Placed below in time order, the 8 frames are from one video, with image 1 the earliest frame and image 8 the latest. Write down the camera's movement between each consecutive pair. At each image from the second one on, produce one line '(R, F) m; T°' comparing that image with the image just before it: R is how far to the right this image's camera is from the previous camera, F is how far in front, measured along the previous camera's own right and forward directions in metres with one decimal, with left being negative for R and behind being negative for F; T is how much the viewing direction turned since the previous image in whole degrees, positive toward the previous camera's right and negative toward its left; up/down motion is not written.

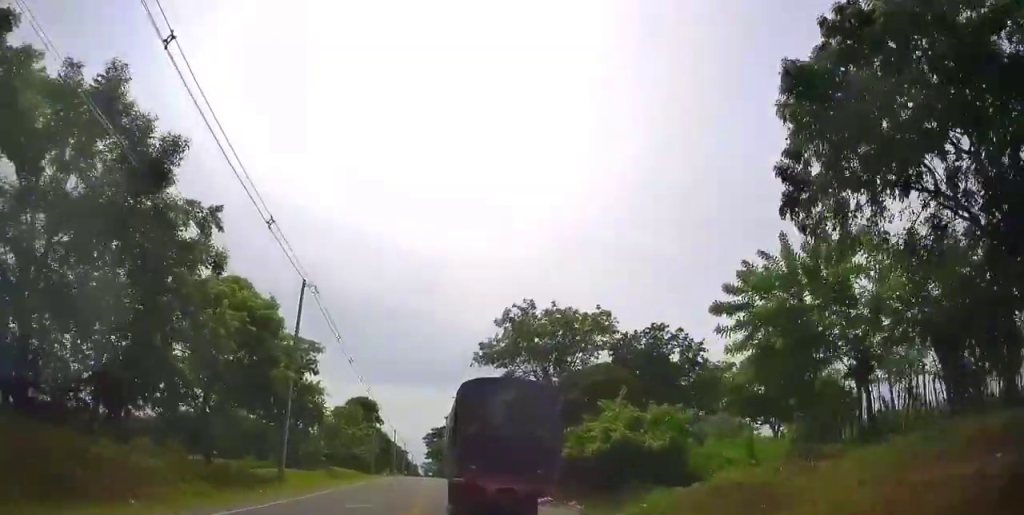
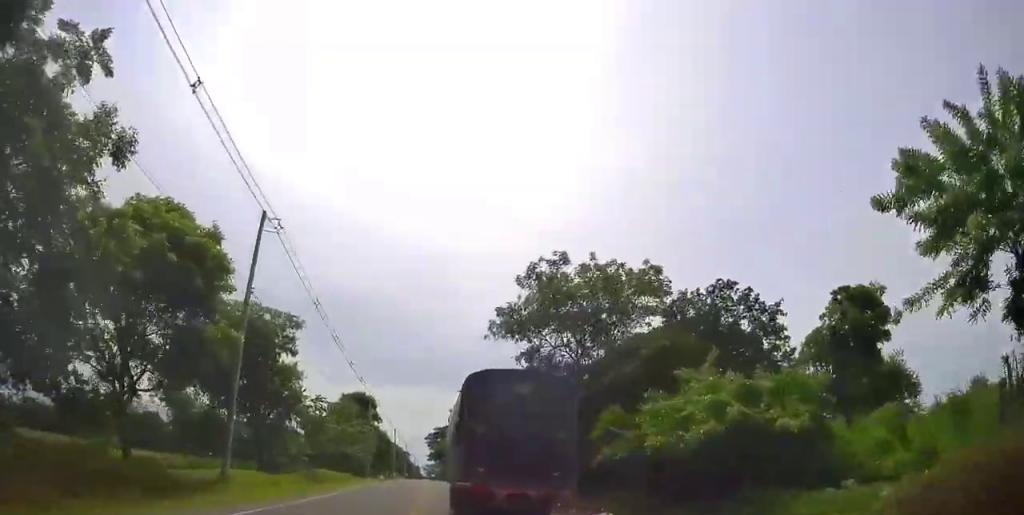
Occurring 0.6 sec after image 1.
(-0.1, +10.5) m; -1°
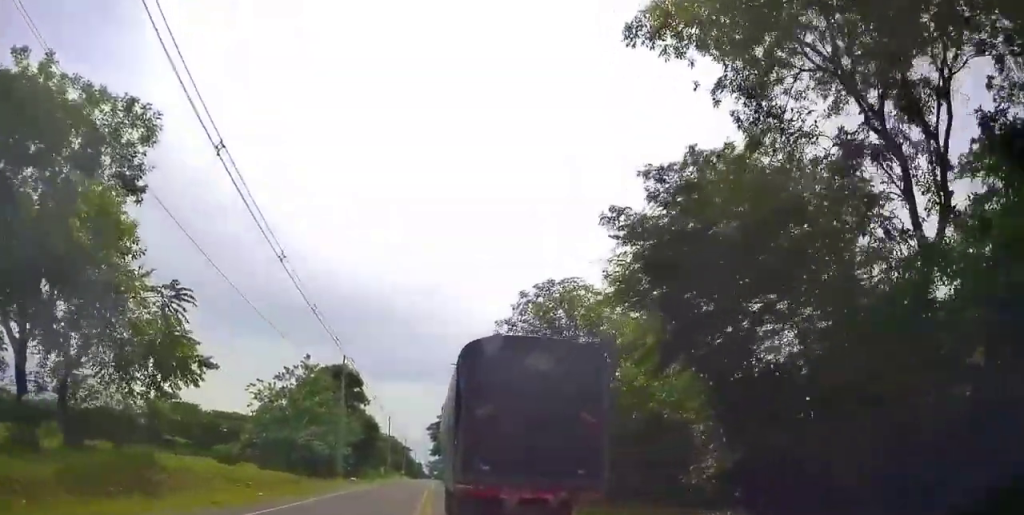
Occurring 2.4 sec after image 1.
(+0.2, +26.5) m; -1°
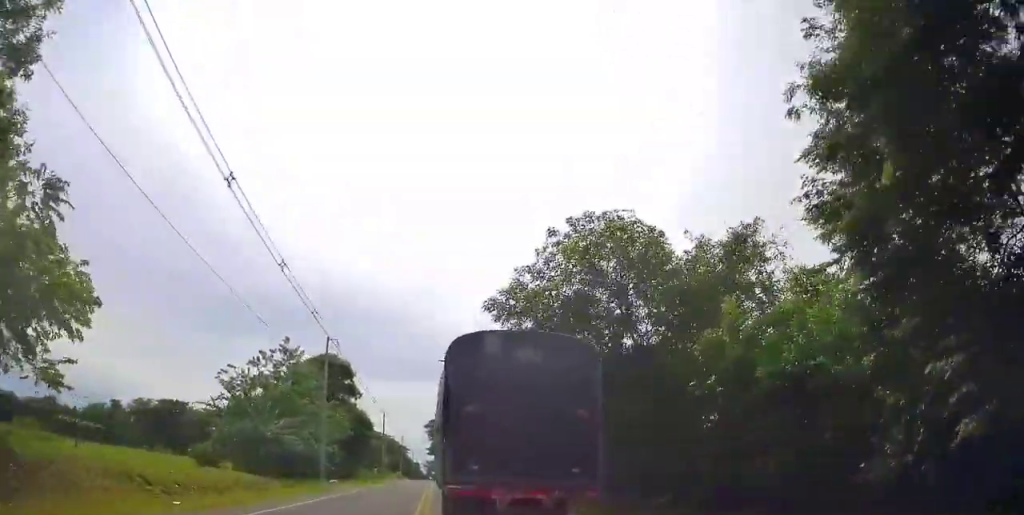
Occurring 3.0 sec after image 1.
(-0.2, +7.6) m; -1°
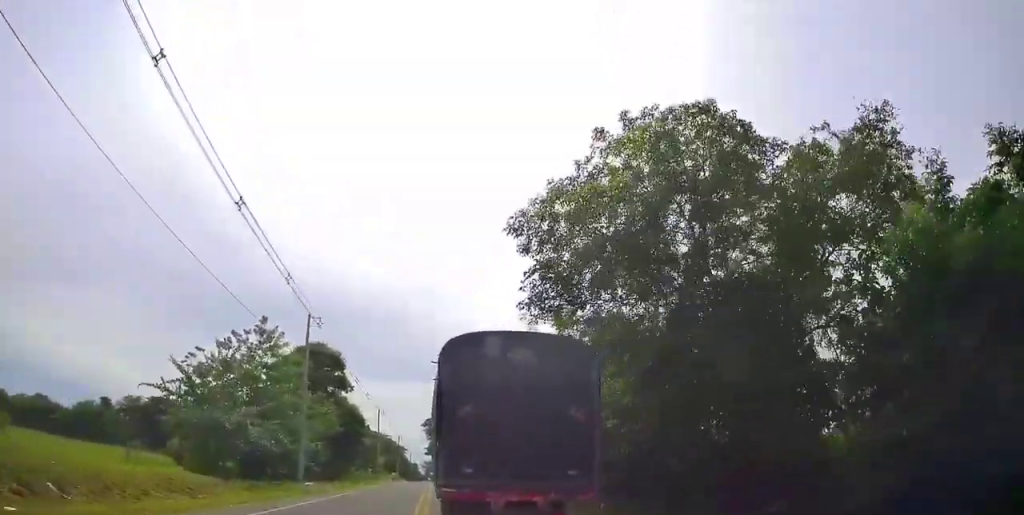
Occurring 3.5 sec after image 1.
(-0.1, +6.9) m; -1°
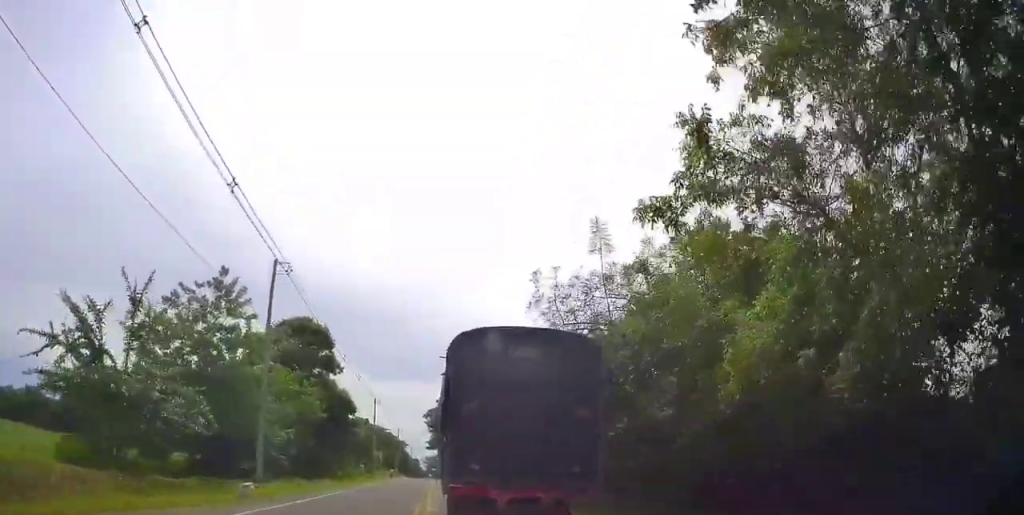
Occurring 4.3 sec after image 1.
(0.0, +8.7) m; +2°
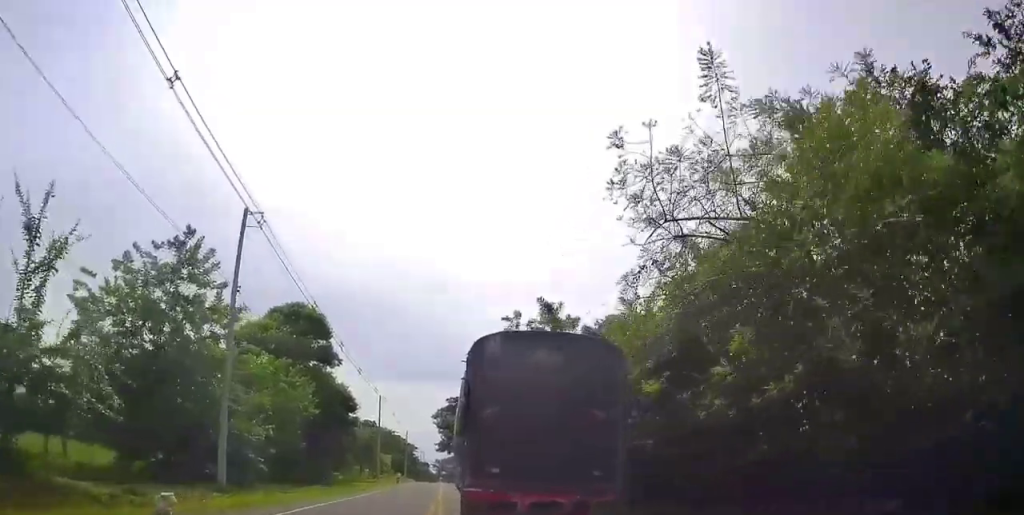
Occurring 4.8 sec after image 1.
(+0.1, +5.8) m; +1°
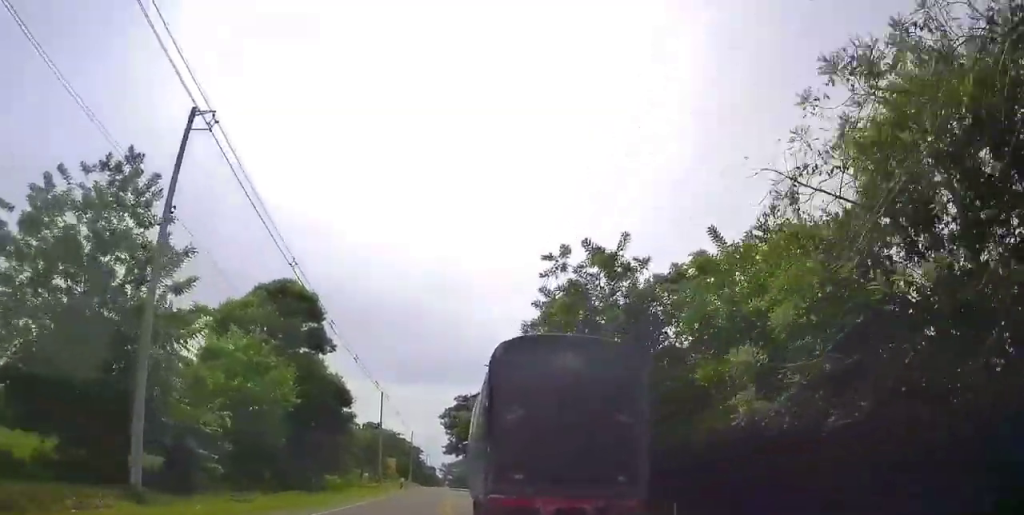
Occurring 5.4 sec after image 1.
(+0.3, +6.1) m; 0°
